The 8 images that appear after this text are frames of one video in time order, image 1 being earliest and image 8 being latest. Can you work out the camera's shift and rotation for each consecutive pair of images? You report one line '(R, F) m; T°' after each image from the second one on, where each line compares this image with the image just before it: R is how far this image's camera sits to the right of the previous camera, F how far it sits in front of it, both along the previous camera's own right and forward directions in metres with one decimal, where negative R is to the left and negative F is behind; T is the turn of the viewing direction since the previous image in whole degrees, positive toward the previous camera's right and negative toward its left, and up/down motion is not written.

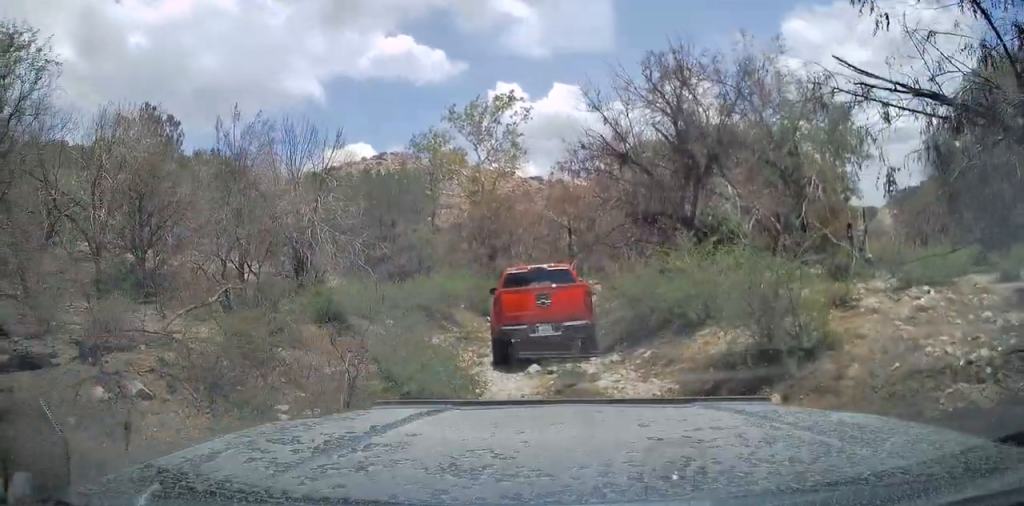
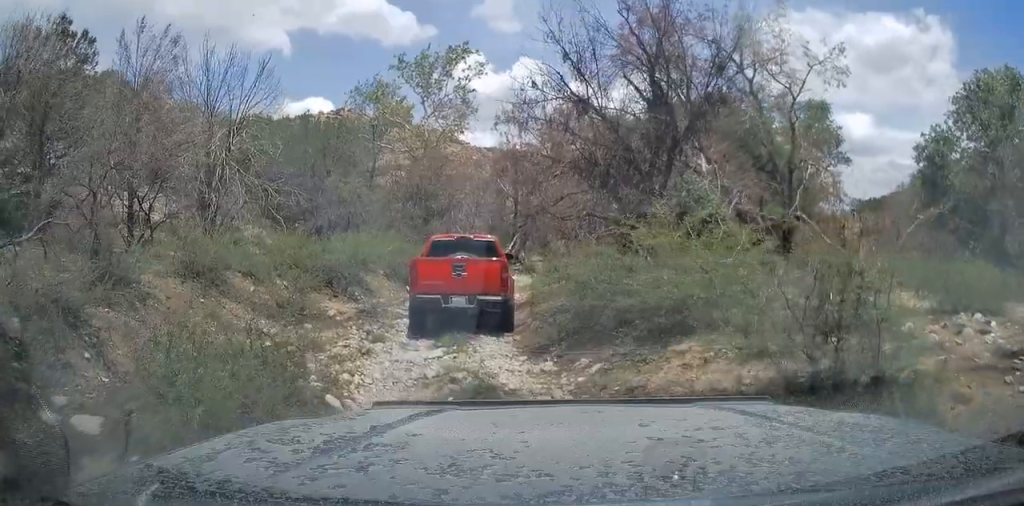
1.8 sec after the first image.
(-0.9, +2.7) m; -7°
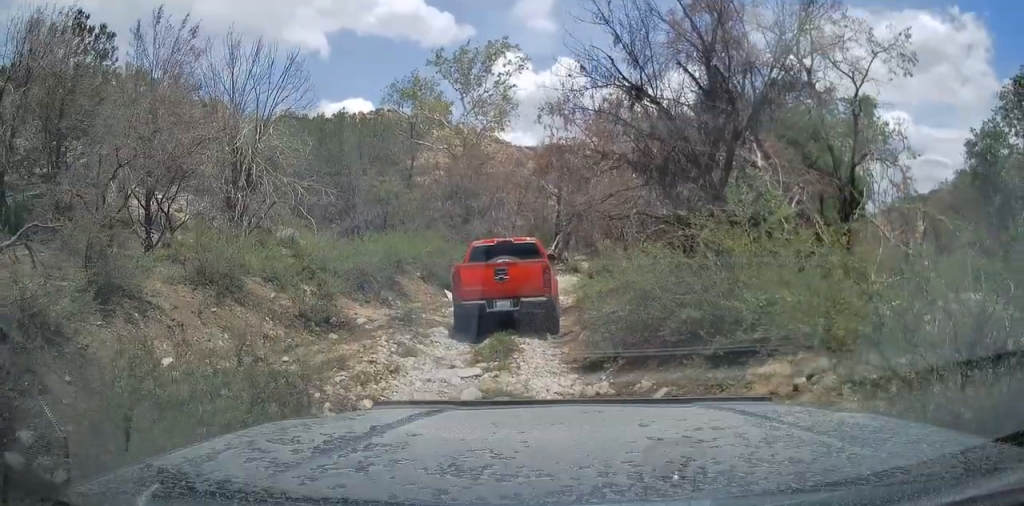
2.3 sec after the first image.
(+0.4, +0.9) m; -4°
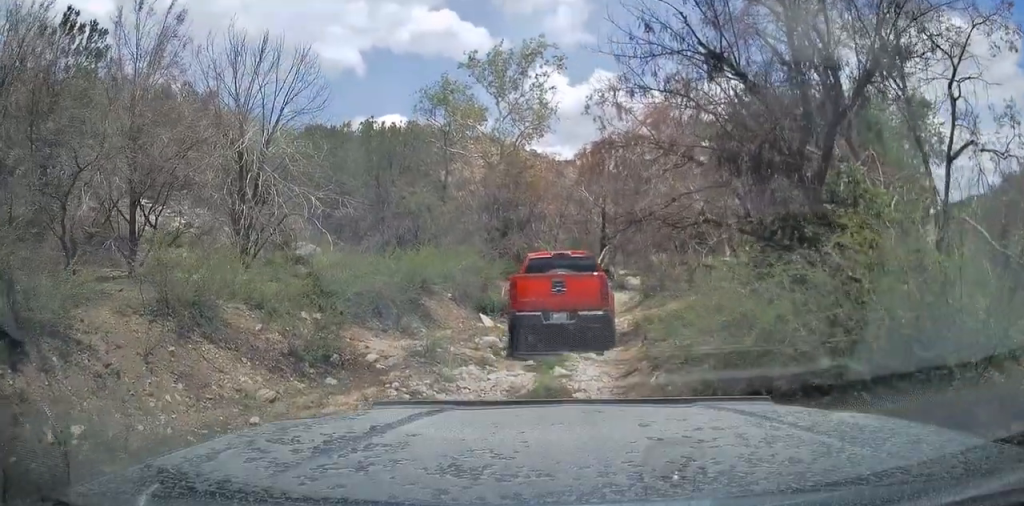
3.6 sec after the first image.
(-0.5, +2.1) m; -11°
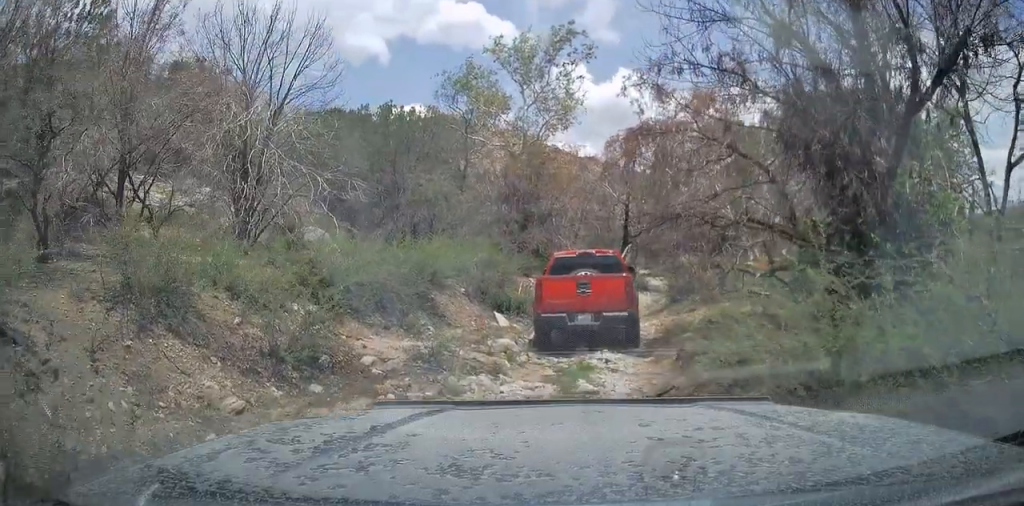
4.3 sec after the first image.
(+0.2, +1.5) m; -1°
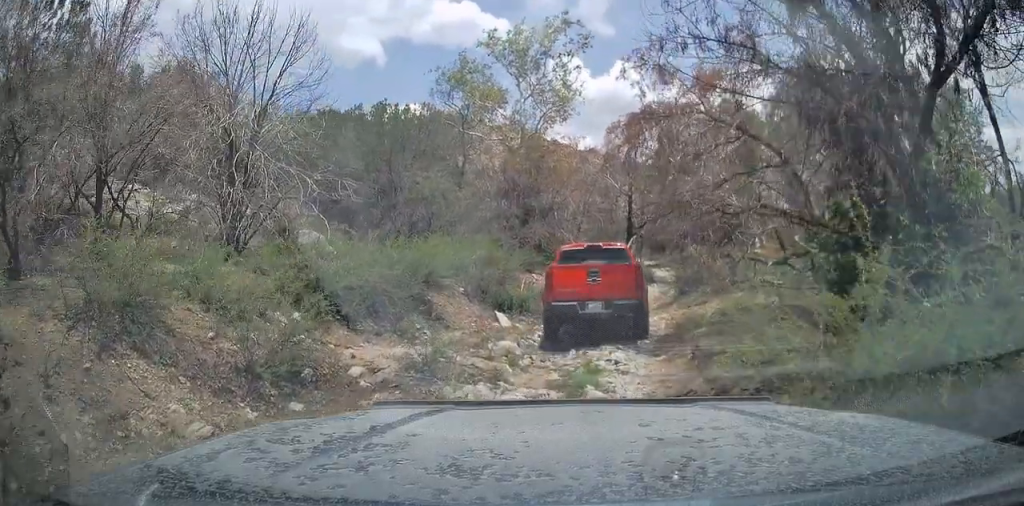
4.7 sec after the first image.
(+0.2, +0.9) m; +1°
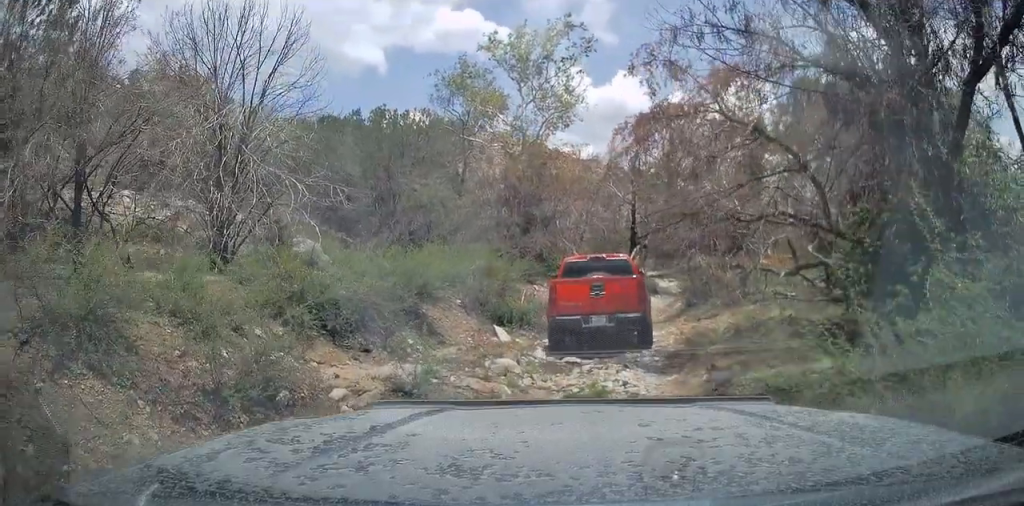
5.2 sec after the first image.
(-0.2, +0.9) m; +2°
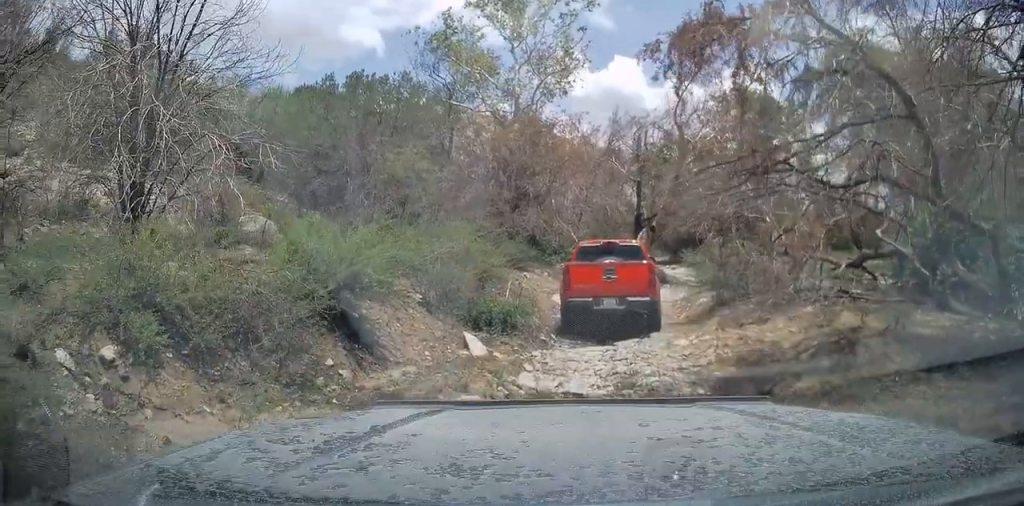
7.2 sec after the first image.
(+0.1, +3.8) m; +4°
